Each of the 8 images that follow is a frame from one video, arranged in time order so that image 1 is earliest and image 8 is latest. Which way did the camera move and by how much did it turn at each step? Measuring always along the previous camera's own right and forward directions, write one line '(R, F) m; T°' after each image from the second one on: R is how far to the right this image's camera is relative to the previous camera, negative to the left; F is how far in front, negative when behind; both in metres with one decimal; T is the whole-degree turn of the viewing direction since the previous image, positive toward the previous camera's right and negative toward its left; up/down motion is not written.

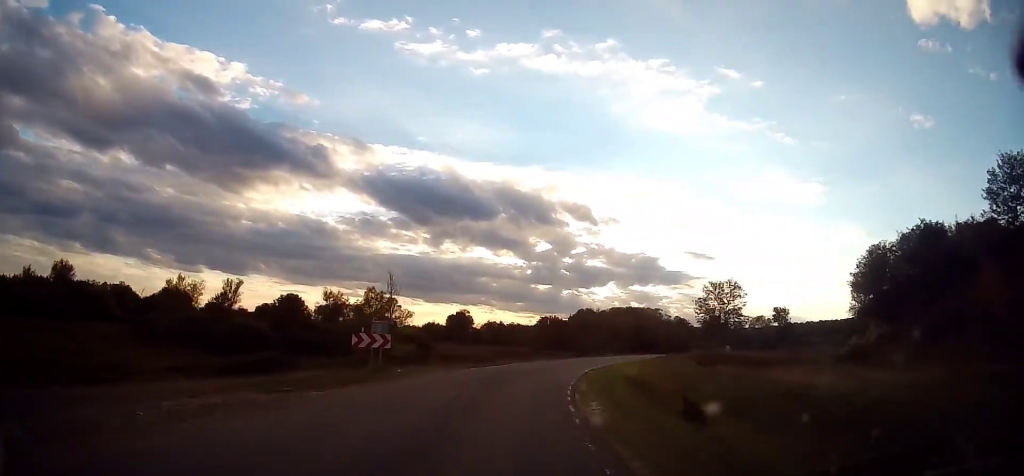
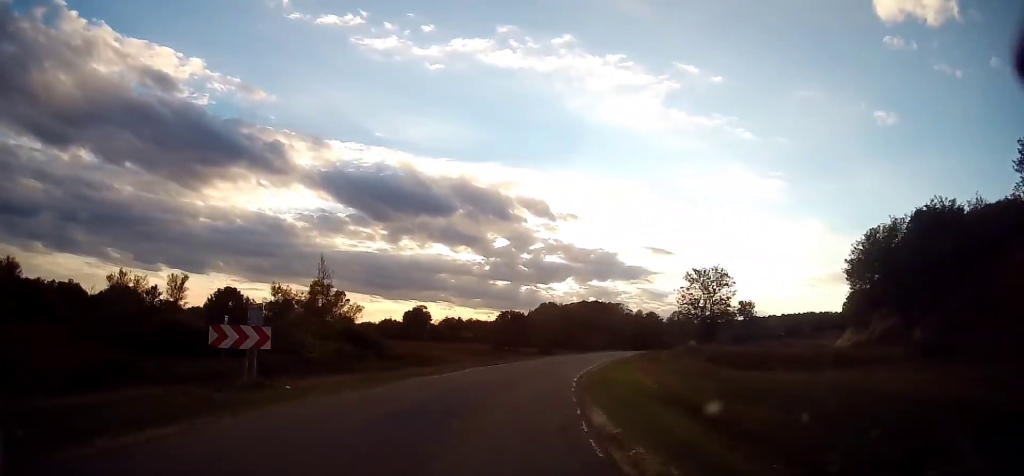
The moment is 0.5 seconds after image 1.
(0.0, +8.2) m; +4°
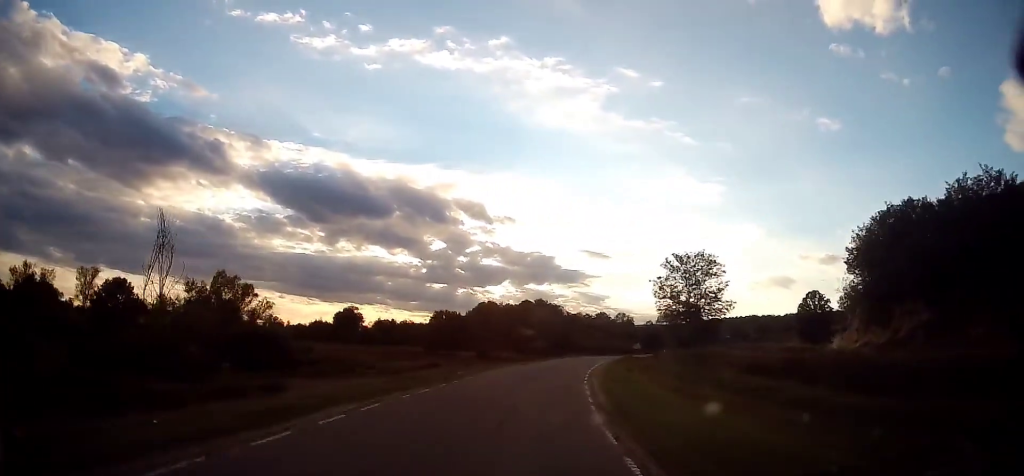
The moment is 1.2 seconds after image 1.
(+0.9, +12.7) m; +7°
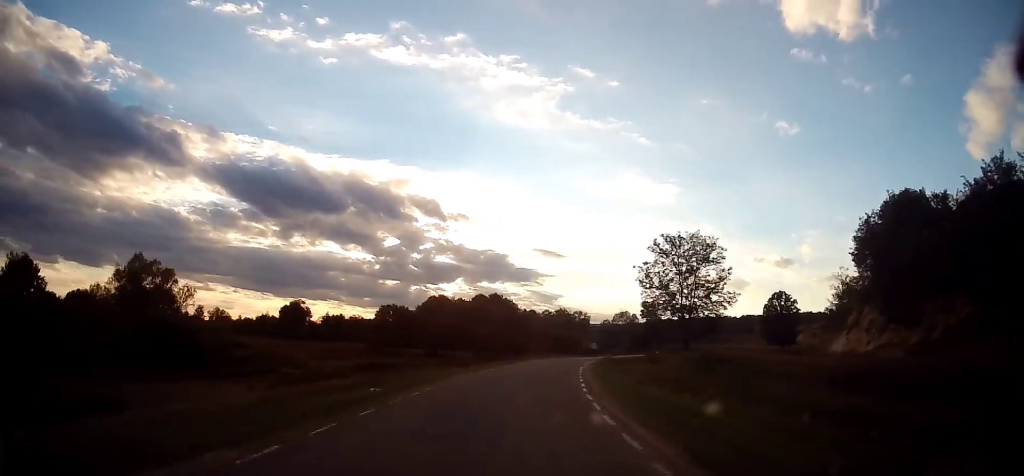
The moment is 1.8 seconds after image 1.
(+0.4, +9.1) m; +5°
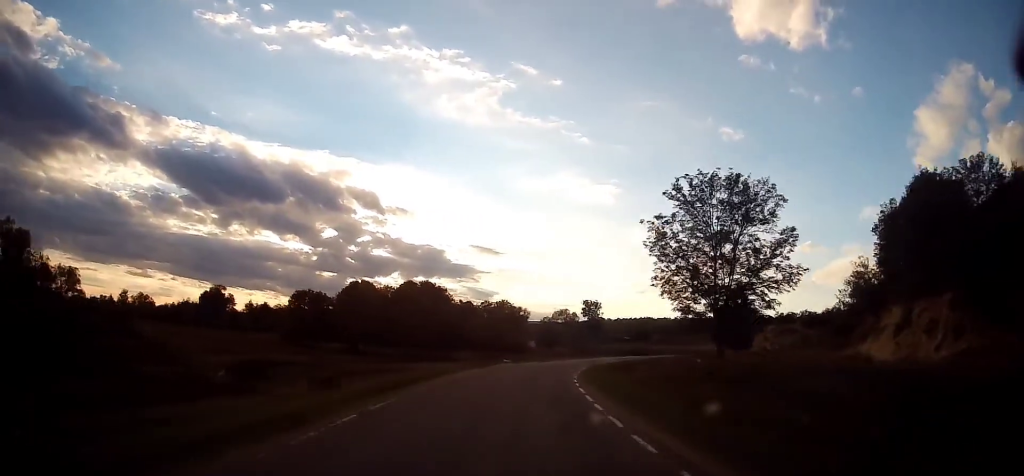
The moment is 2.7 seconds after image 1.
(+1.2, +15.7) m; +8°
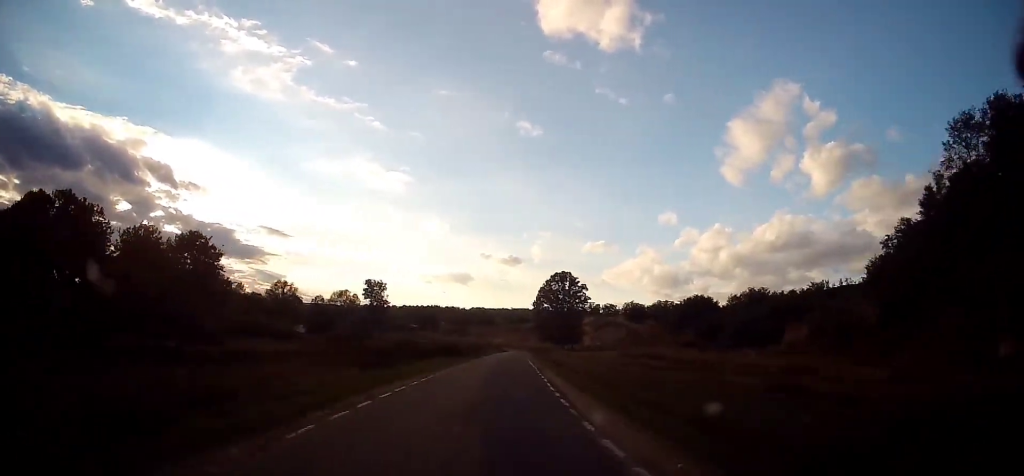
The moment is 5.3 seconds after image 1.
(+9.3, +46.3) m; +22°
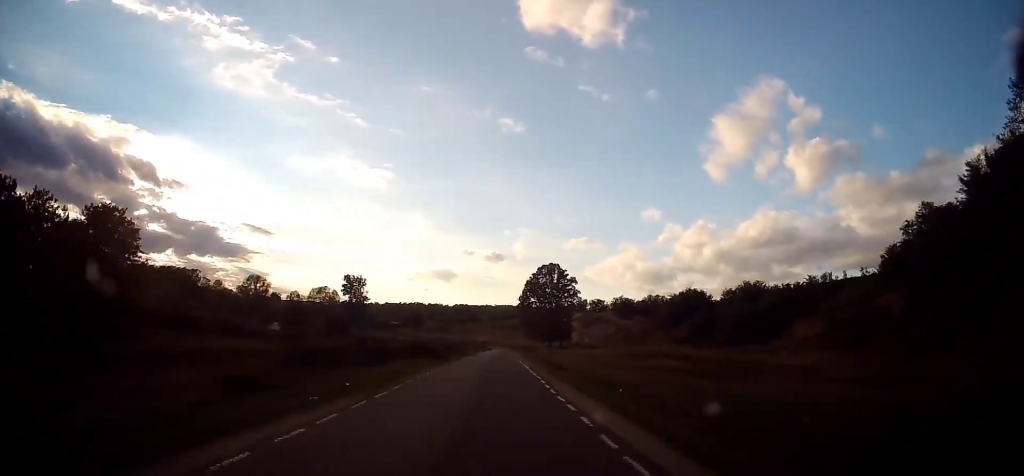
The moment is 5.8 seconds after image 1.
(+0.3, +9.8) m; +3°
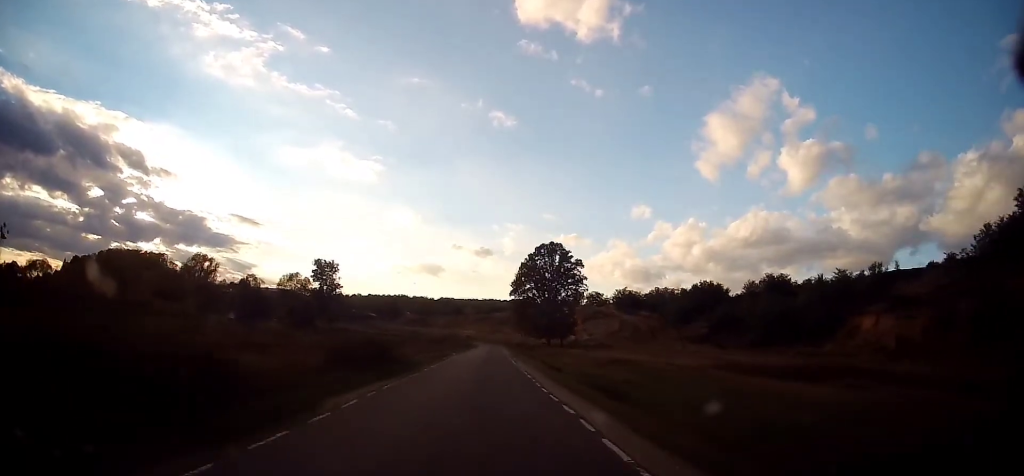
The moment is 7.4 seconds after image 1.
(+1.0, +28.0) m; +3°
